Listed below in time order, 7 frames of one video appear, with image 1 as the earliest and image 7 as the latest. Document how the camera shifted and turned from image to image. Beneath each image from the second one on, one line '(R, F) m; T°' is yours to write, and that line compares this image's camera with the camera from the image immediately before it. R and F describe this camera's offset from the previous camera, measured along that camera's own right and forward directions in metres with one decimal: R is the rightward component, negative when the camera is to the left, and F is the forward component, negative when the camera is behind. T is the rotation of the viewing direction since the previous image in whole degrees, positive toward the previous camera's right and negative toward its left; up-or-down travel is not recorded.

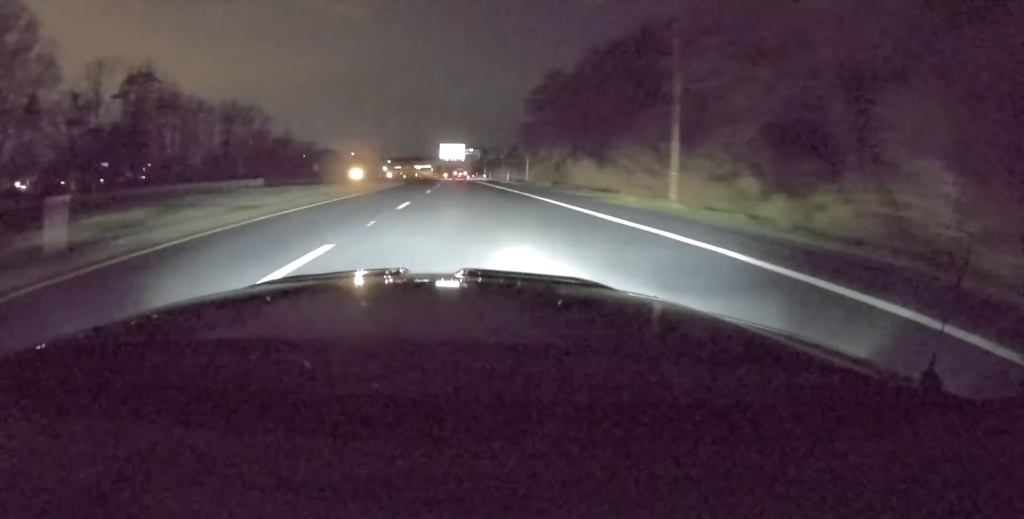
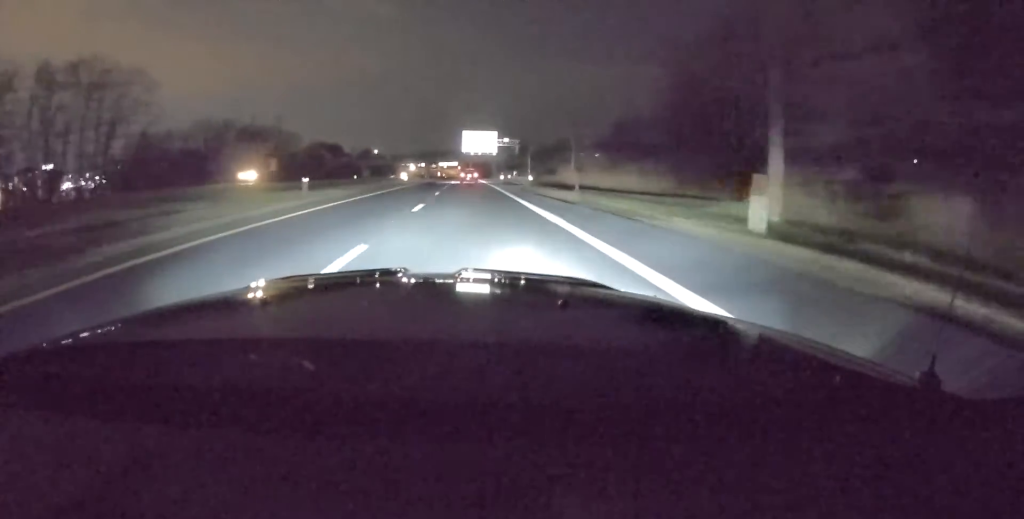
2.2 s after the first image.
(-1.2, +60.9) m; -3°
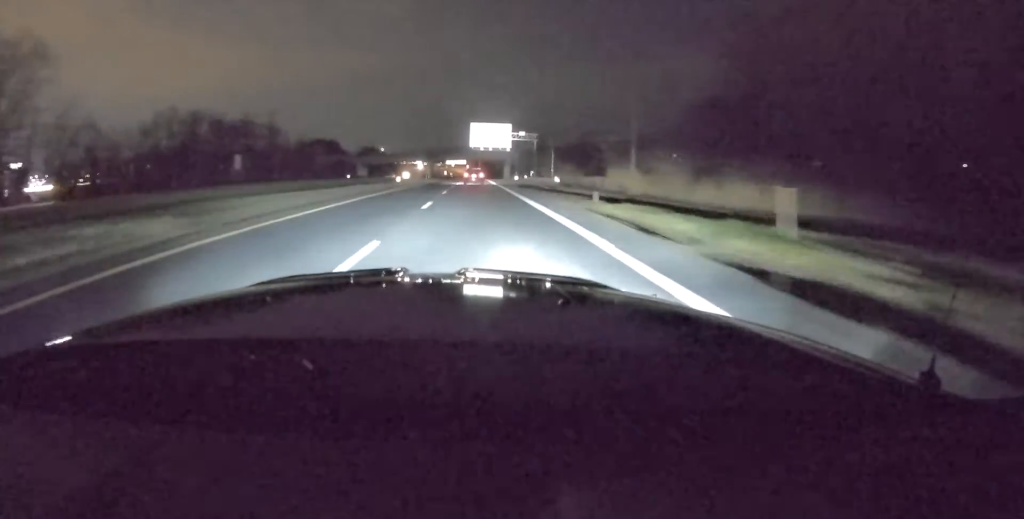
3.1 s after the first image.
(-0.4, +23.5) m; -1°
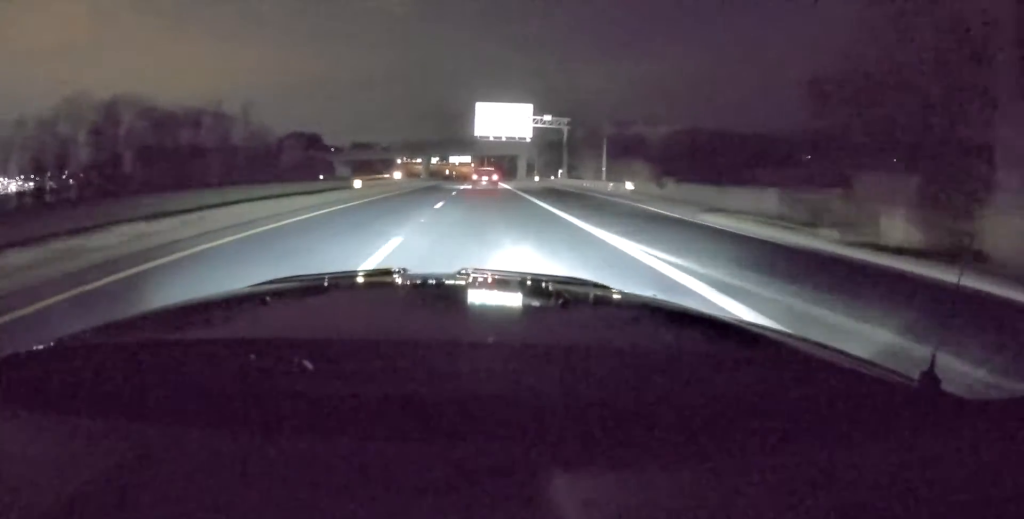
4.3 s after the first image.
(0.0, +35.5) m; -1°
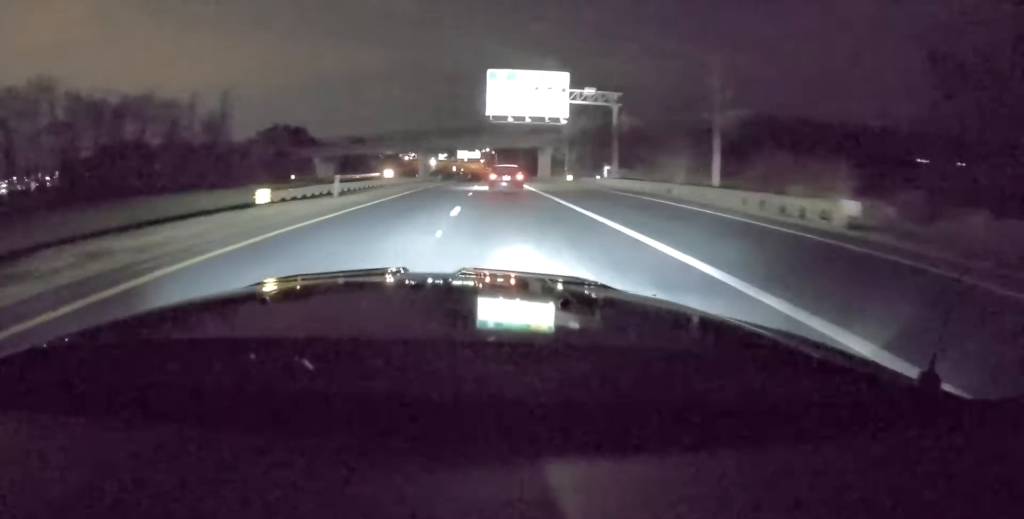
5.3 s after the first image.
(-0.3, +27.6) m; -1°
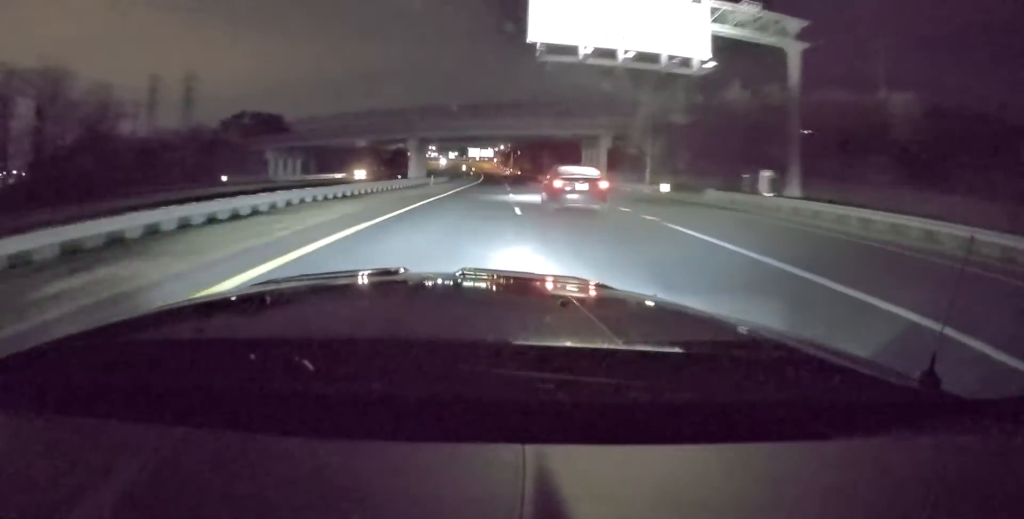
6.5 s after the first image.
(-0.3, +34.4) m; -1°
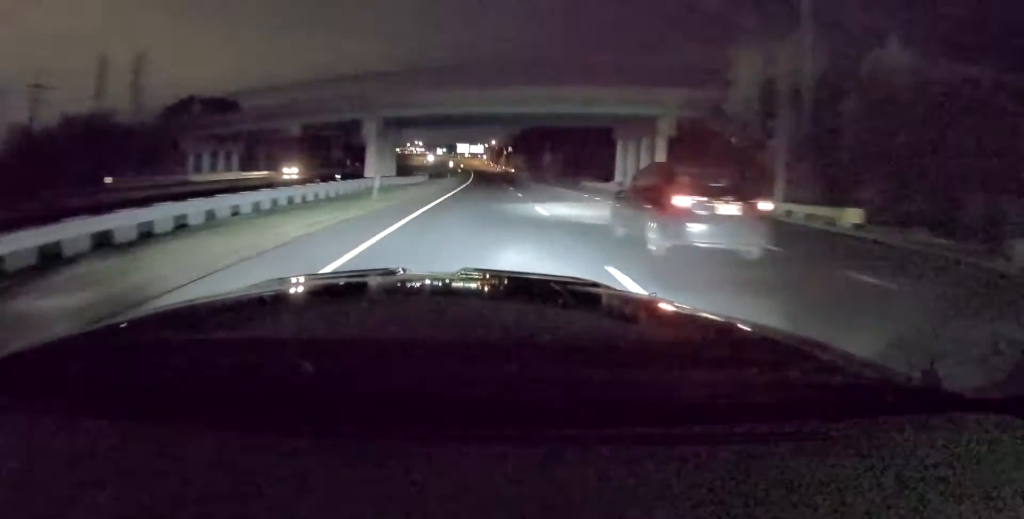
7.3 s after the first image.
(-0.2, +23.6) m; 0°
